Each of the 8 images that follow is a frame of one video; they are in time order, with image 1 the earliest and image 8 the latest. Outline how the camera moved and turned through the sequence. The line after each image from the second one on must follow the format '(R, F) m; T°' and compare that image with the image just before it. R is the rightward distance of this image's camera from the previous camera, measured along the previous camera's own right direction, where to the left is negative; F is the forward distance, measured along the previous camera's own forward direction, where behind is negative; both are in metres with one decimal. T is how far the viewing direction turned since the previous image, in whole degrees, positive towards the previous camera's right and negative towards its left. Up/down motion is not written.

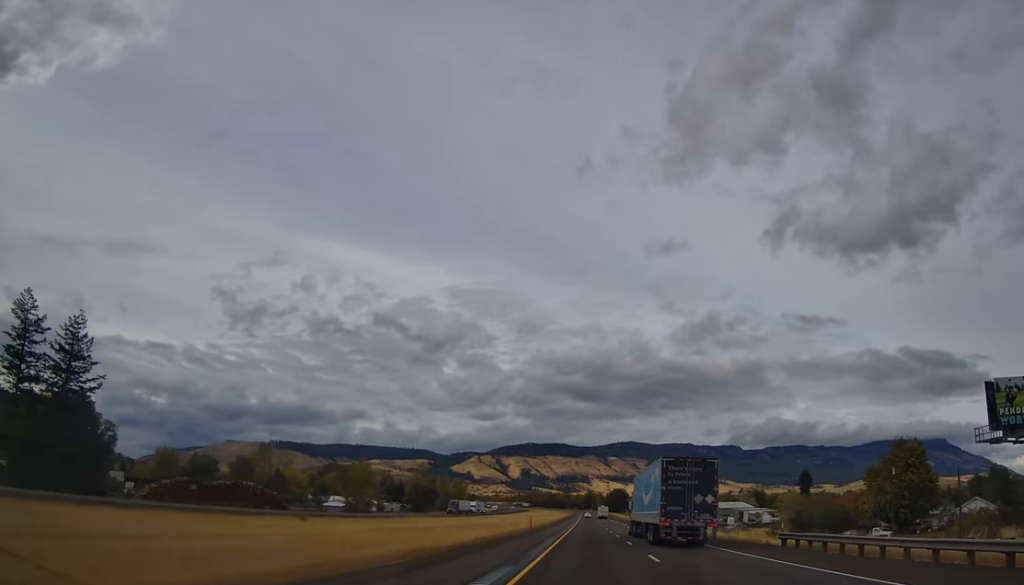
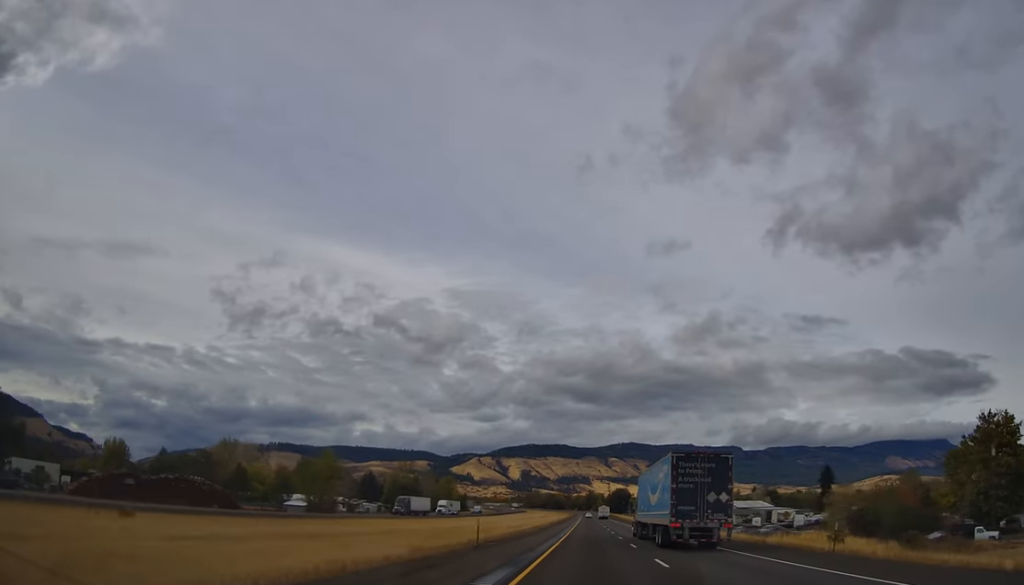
(+0.1, +26.6) m; 0°
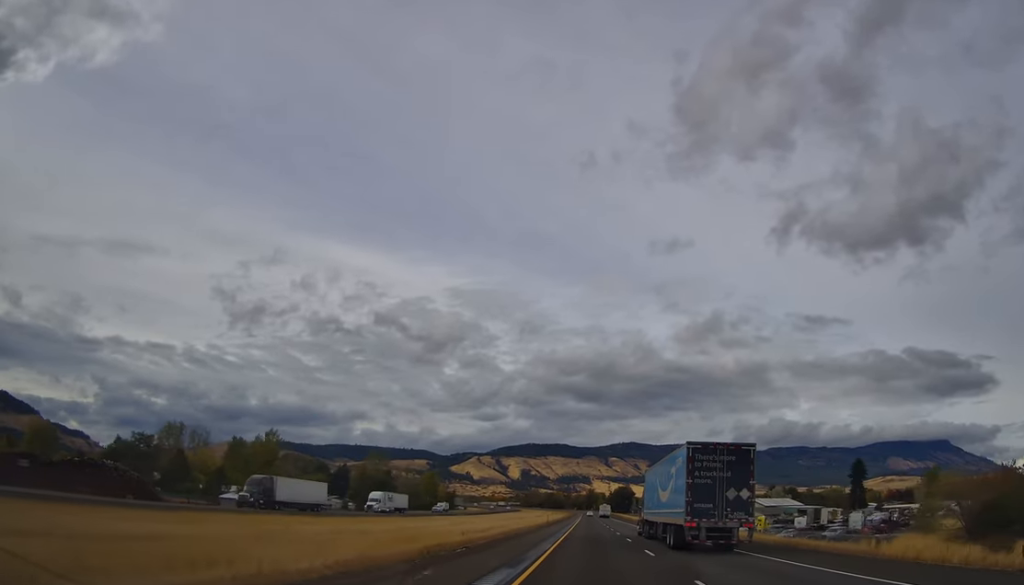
(-0.1, +31.9) m; 0°
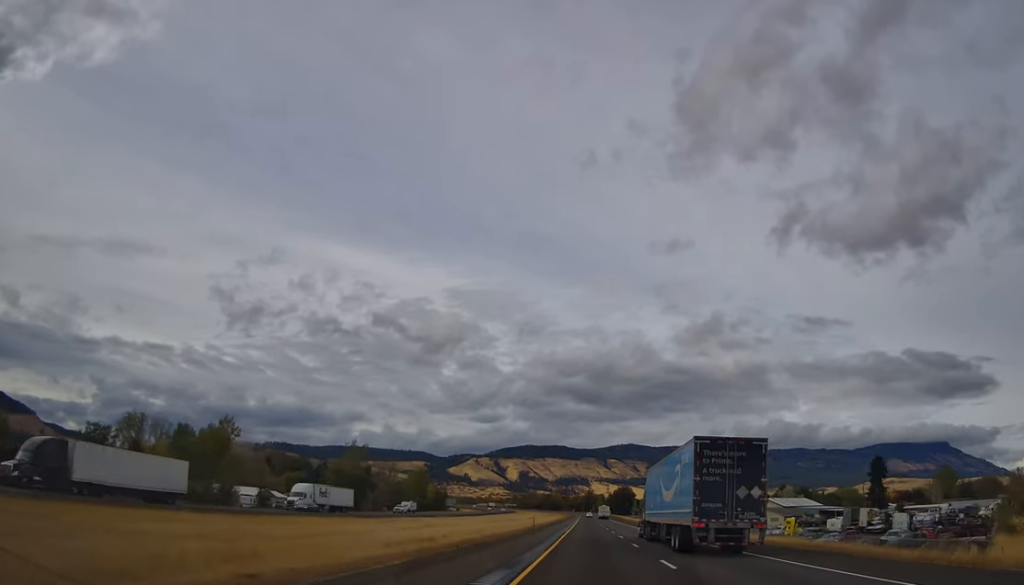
(-0.5, +18.1) m; 0°
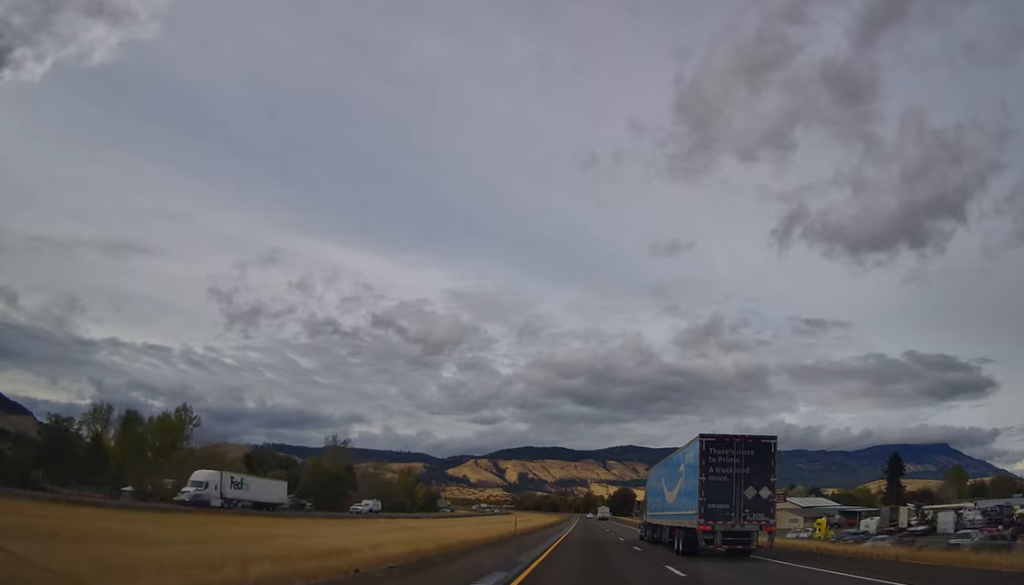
(+0.4, +13.8) m; 0°
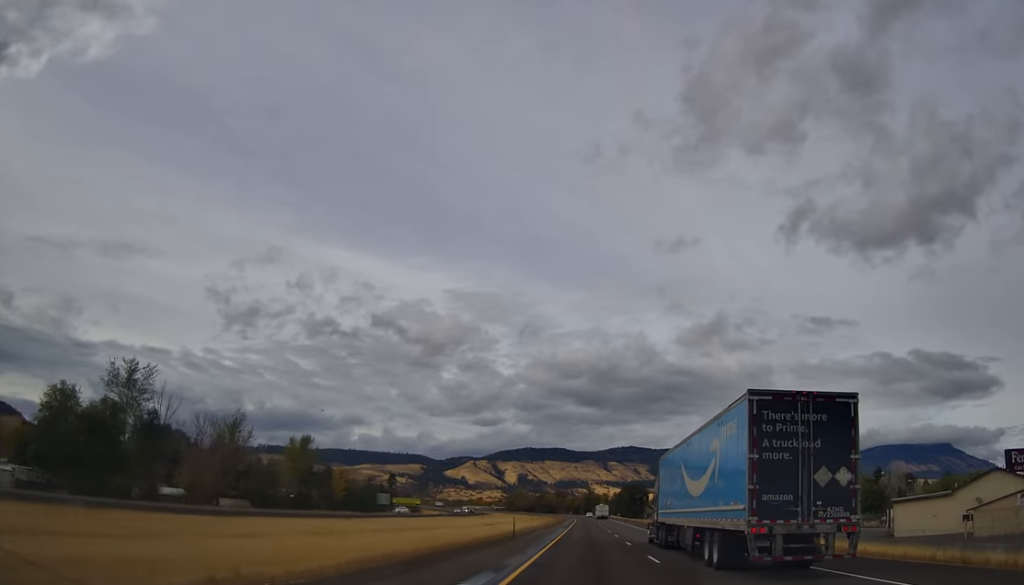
(+0.2, +81.0) m; 0°
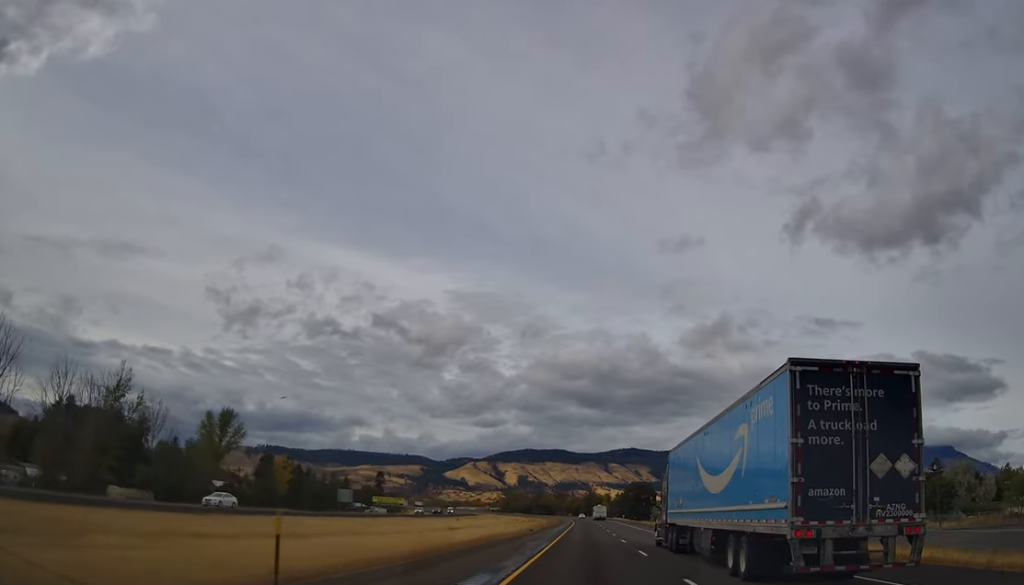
(0.0, +32.5) m; -1°
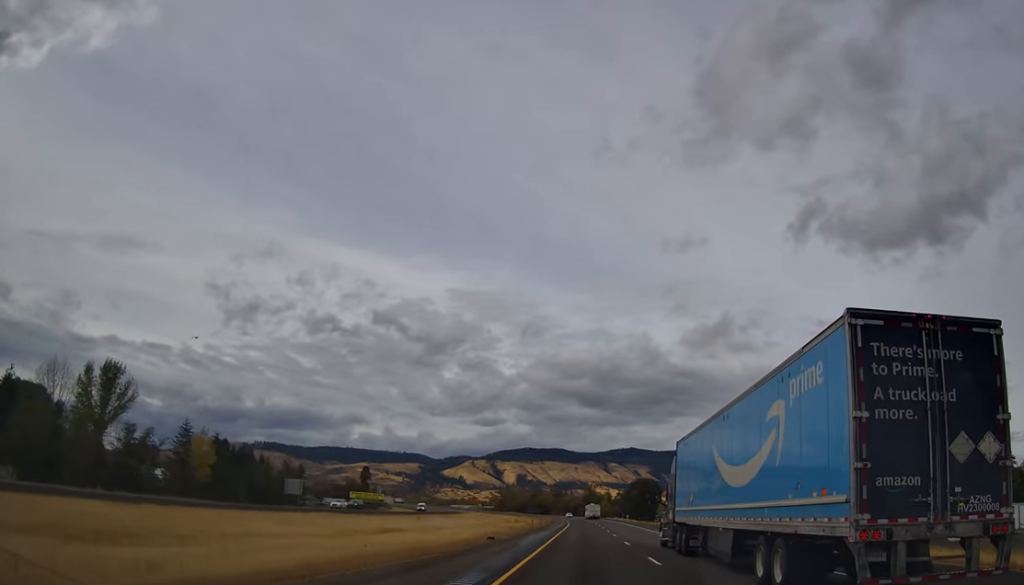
(-0.3, +29.3) m; 0°
